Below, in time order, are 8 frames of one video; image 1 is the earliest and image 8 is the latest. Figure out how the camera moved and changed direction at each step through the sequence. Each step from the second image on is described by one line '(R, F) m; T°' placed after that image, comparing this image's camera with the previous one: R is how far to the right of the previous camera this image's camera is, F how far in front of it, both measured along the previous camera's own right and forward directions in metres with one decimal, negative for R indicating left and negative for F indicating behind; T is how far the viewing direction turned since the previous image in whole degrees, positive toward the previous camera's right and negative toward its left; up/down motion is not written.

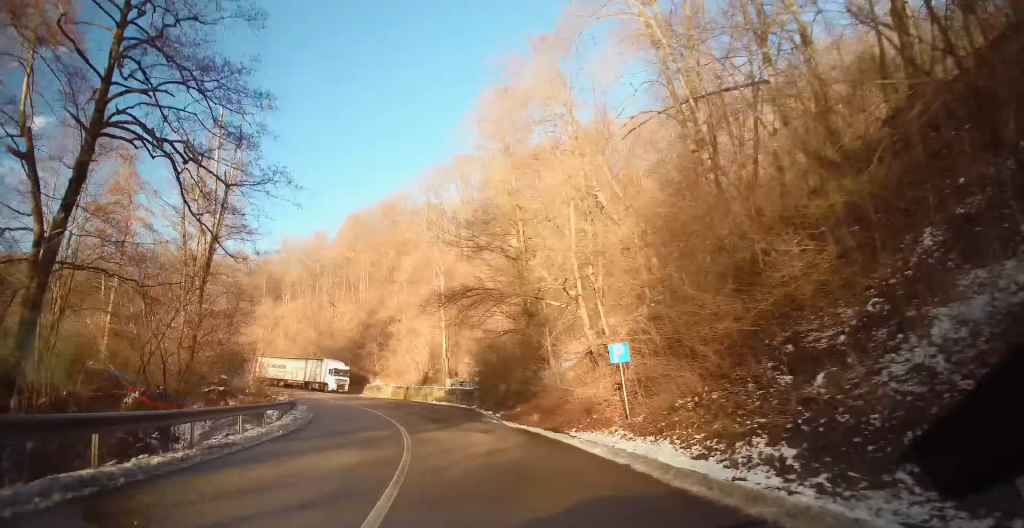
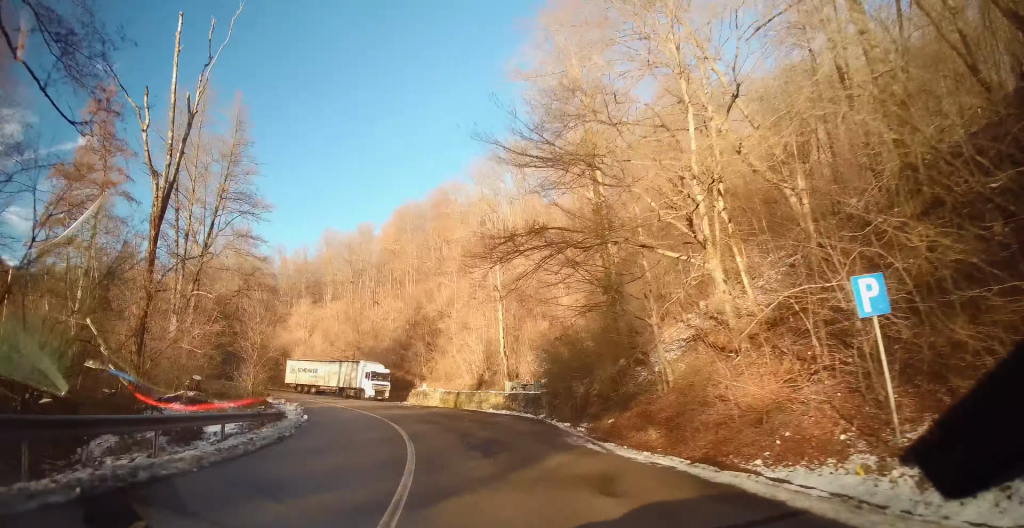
(-0.3, +10.3) m; -6°
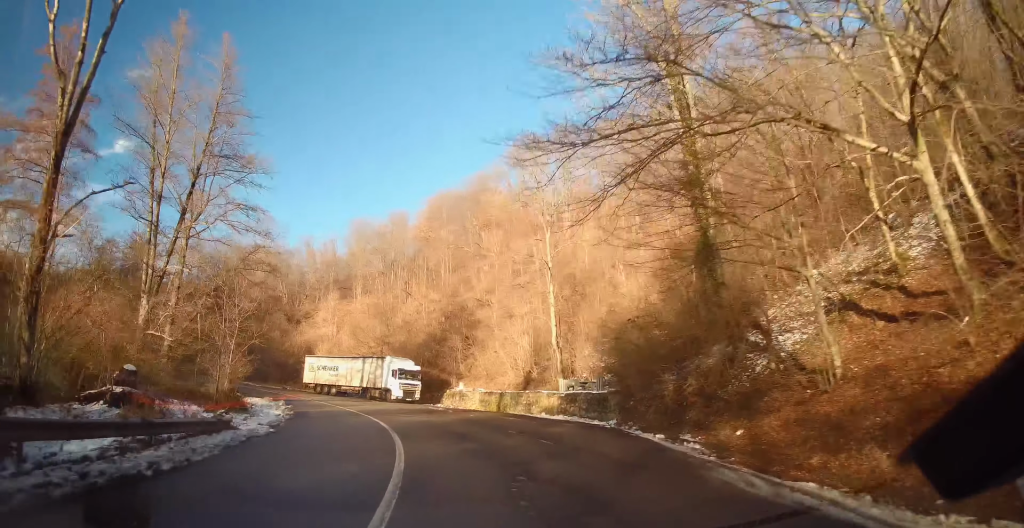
(-0.5, +8.6) m; -5°
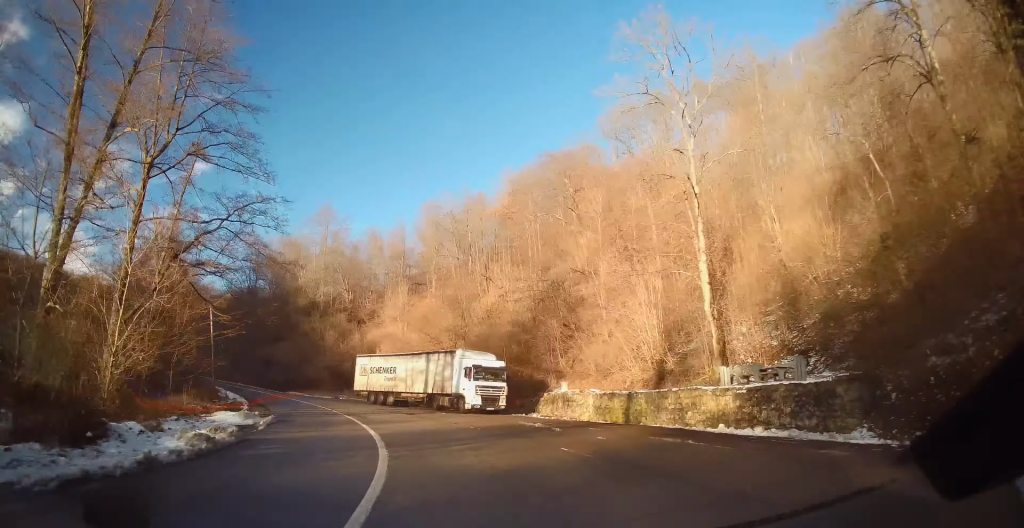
(-1.1, +14.4) m; -9°
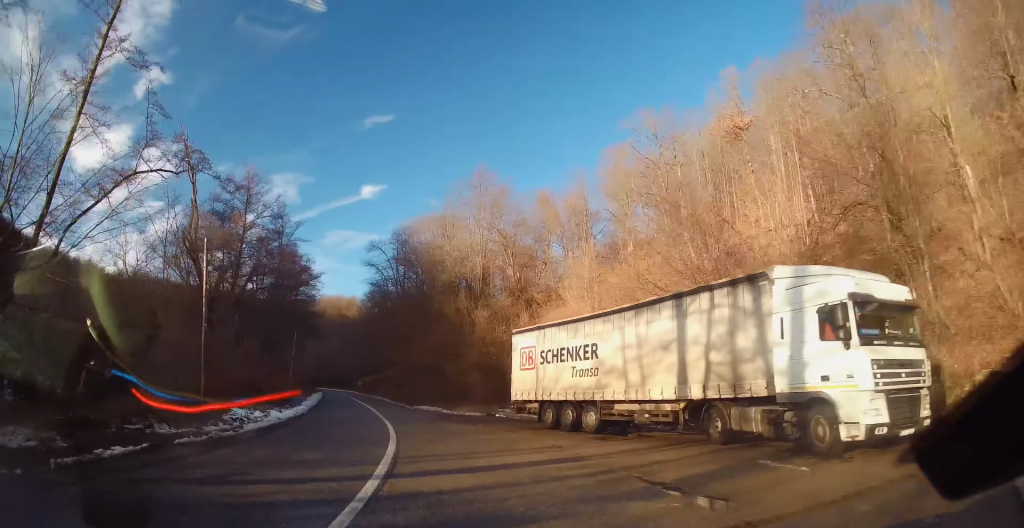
(-3.7, +24.9) m; -17°
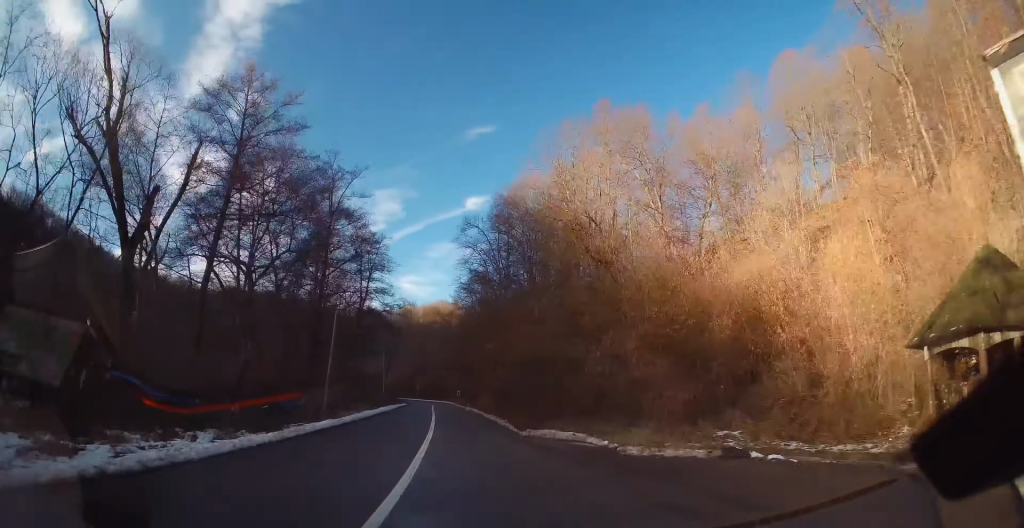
(-2.1, +21.4) m; -9°
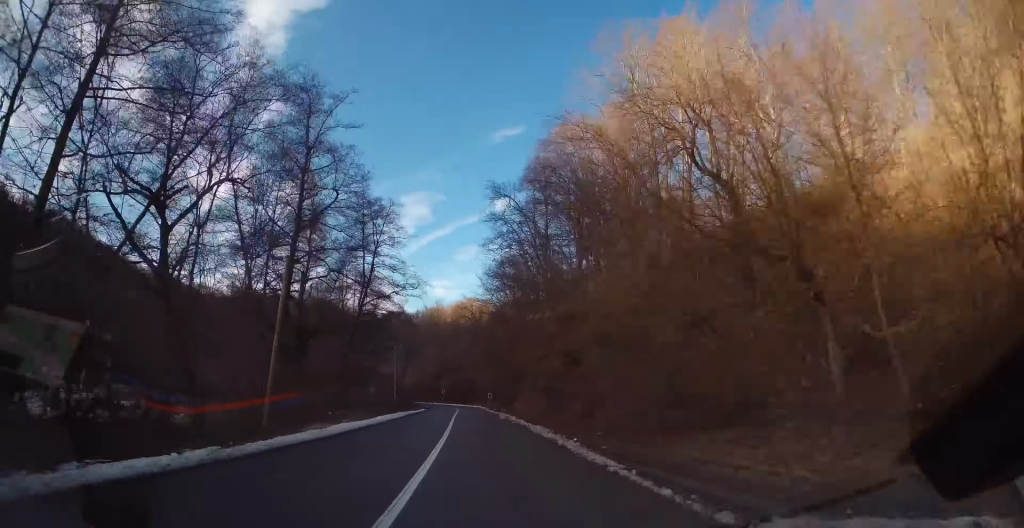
(-0.6, +15.0) m; -2°
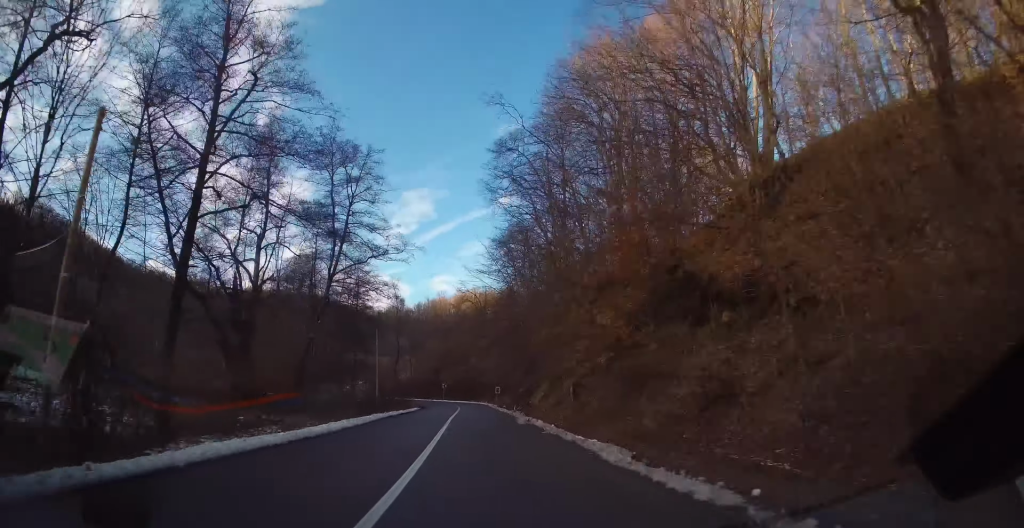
(-0.1, +12.5) m; -1°
